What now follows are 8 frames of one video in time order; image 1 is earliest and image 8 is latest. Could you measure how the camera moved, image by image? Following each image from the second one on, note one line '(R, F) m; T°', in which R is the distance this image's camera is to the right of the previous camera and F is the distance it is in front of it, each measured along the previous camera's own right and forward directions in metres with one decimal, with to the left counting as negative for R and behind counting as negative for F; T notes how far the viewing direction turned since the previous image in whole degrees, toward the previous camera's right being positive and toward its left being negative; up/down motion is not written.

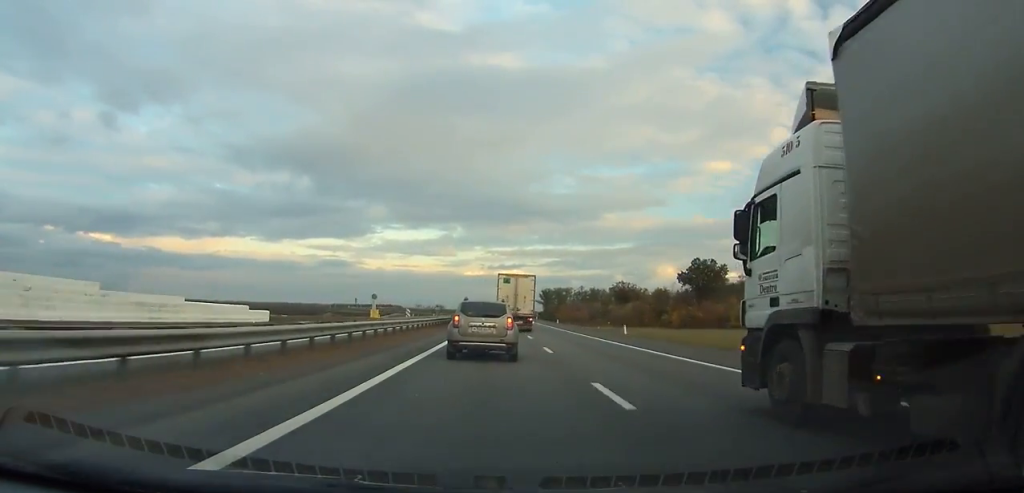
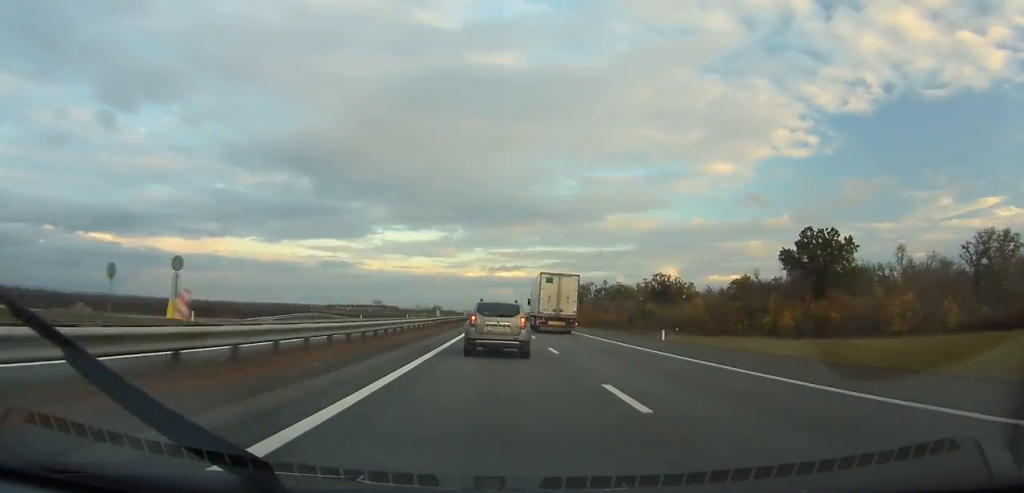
(0.0, +58.8) m; 0°
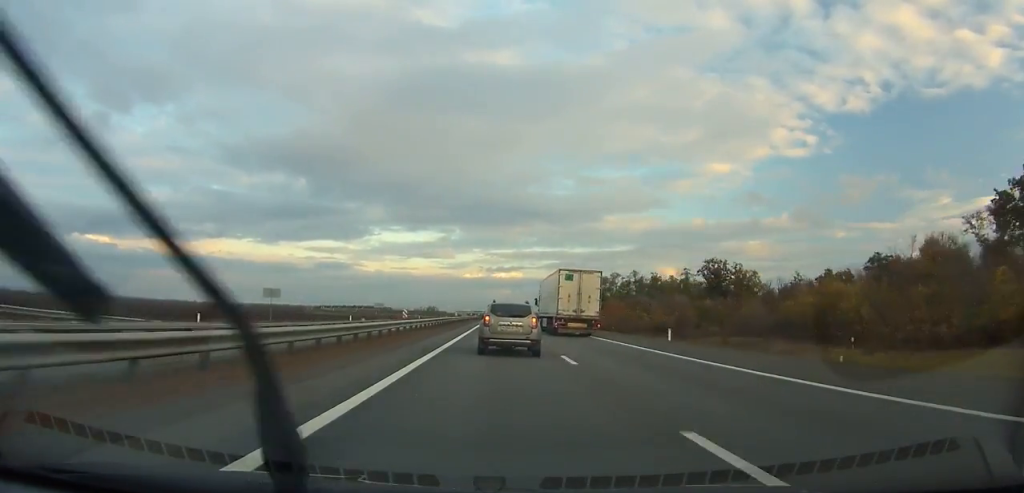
(-0.1, +48.5) m; 0°
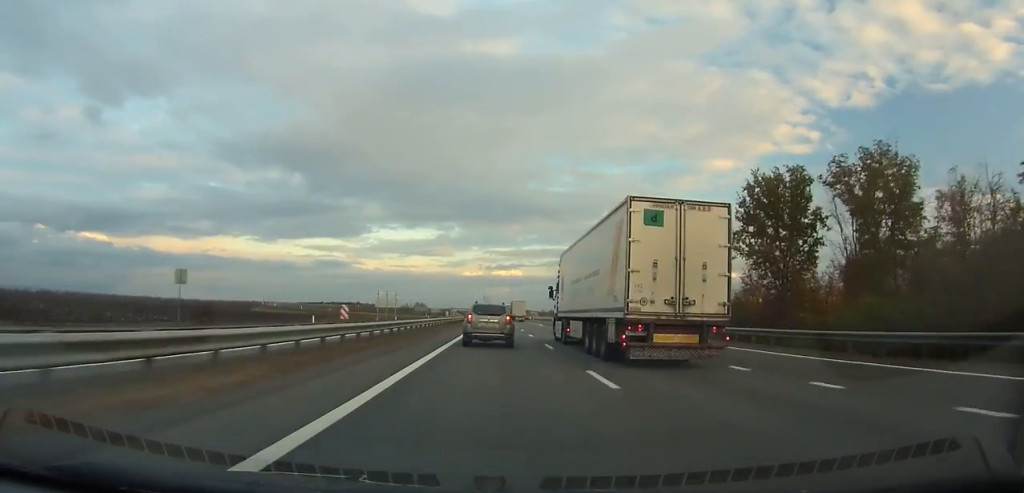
(-0.4, +152.7) m; 0°
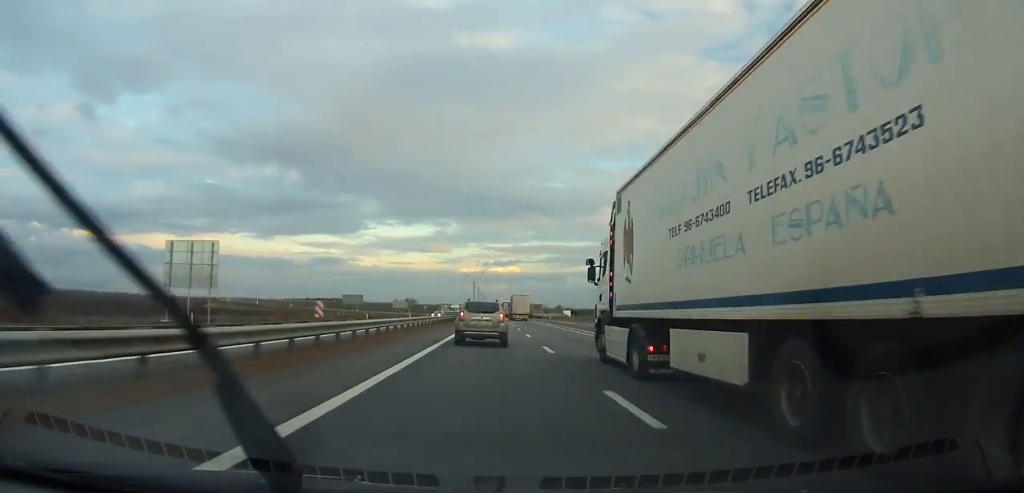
(+0.1, +69.3) m; 0°
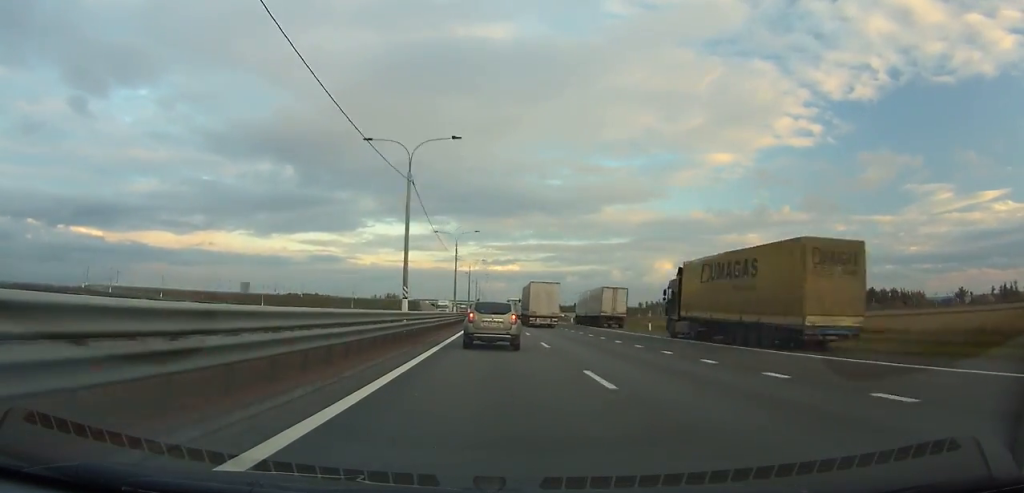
(-0.2, +140.8) m; 0°
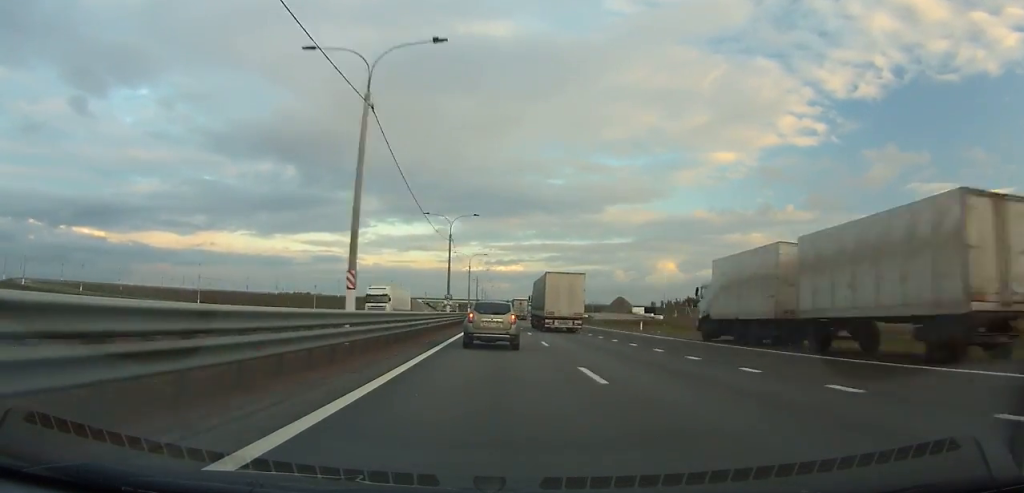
(0.0, +49.8) m; 0°
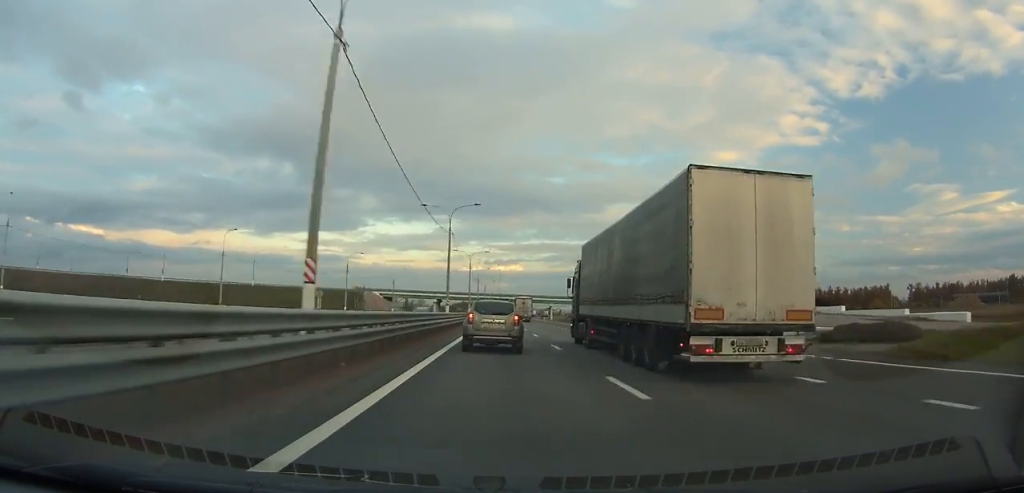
(+0.5, +112.0) m; 0°
